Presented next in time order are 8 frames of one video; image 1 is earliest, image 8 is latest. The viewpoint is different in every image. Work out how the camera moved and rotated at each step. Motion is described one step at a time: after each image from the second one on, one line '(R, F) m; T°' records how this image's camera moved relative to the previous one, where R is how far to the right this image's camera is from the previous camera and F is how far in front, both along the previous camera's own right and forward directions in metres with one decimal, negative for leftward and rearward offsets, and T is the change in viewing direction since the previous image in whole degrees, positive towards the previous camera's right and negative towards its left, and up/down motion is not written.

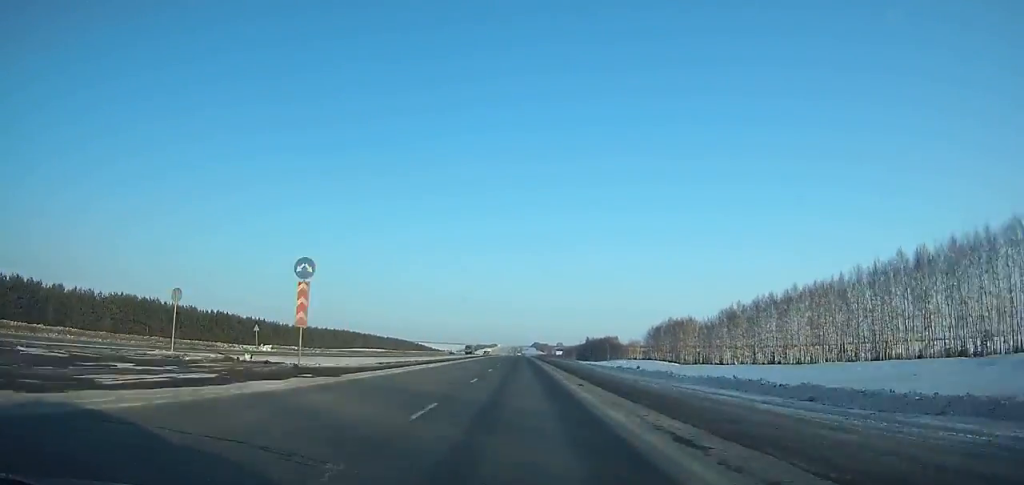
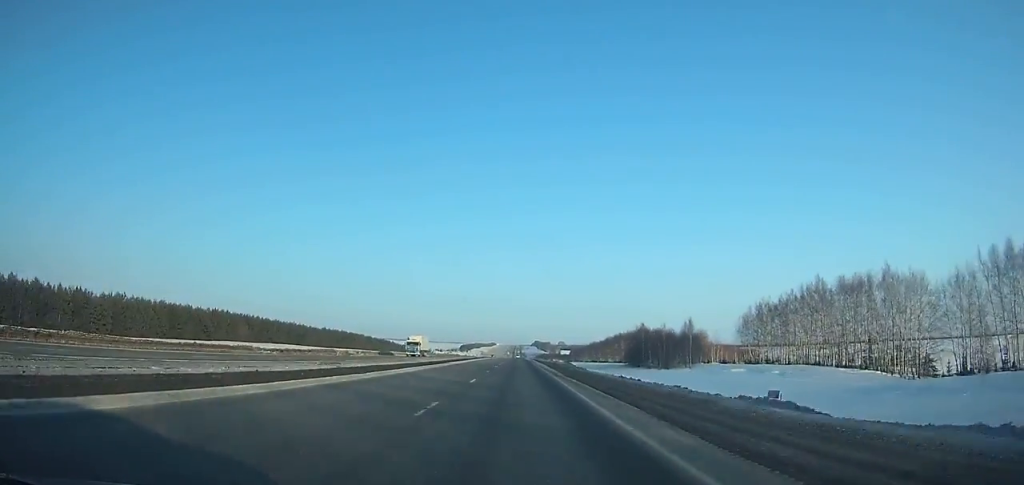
(-0.4, +133.1) m; 0°
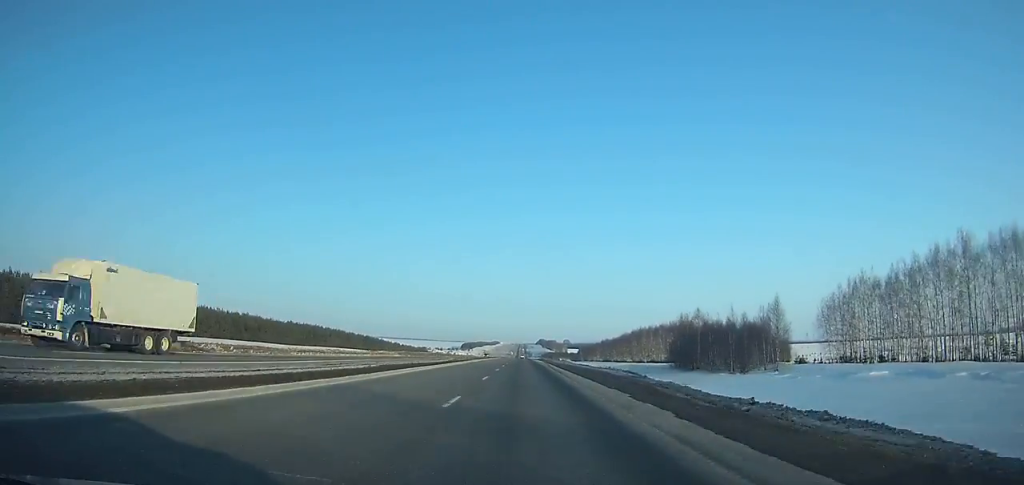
(-0.2, +47.0) m; 0°
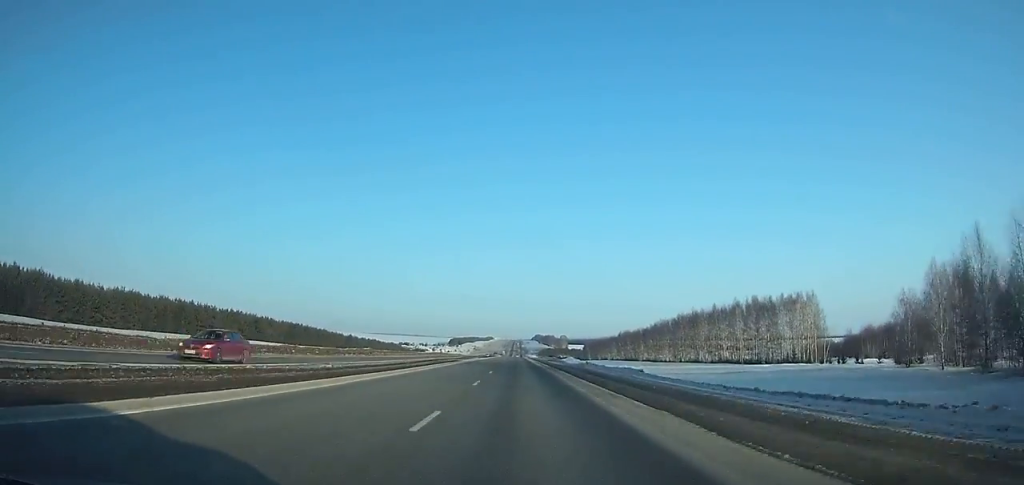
(+0.3, +100.7) m; 0°
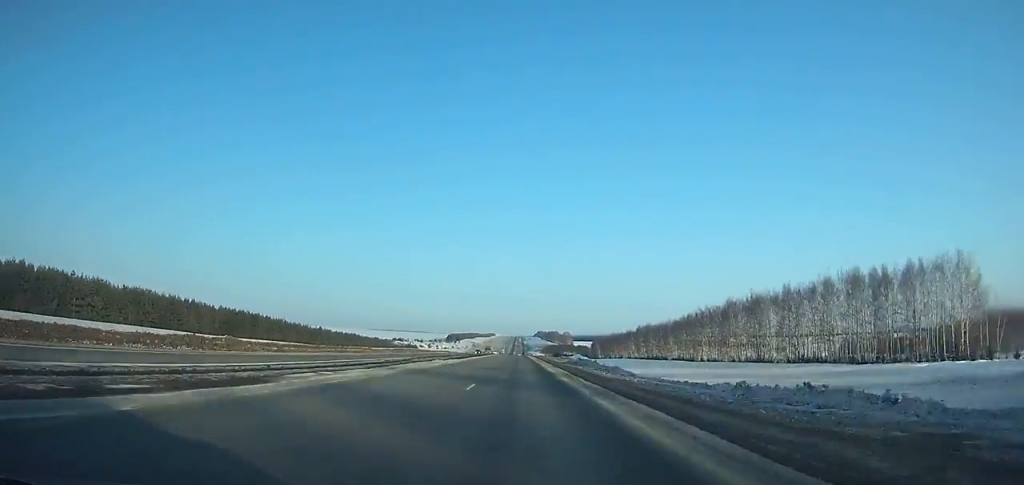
(0.0, +50.7) m; 0°
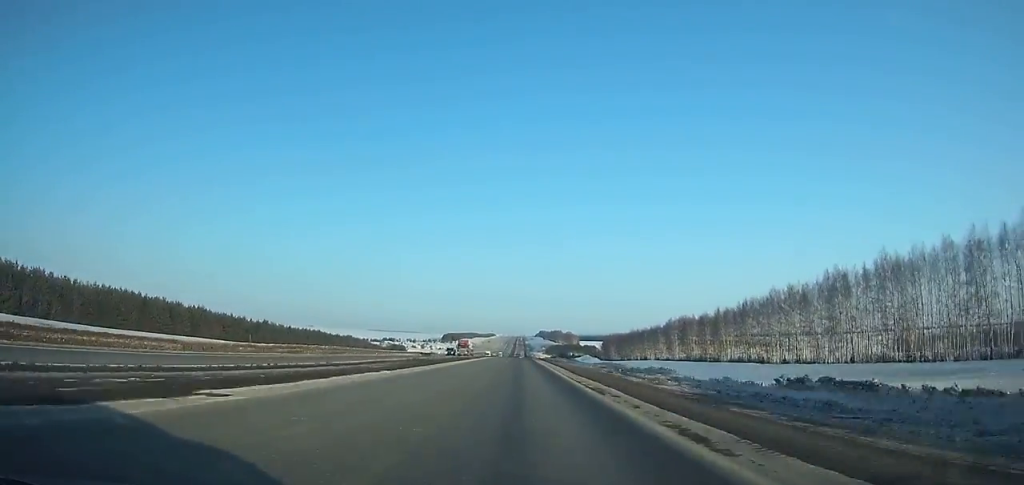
(0.0, +59.4) m; 0°
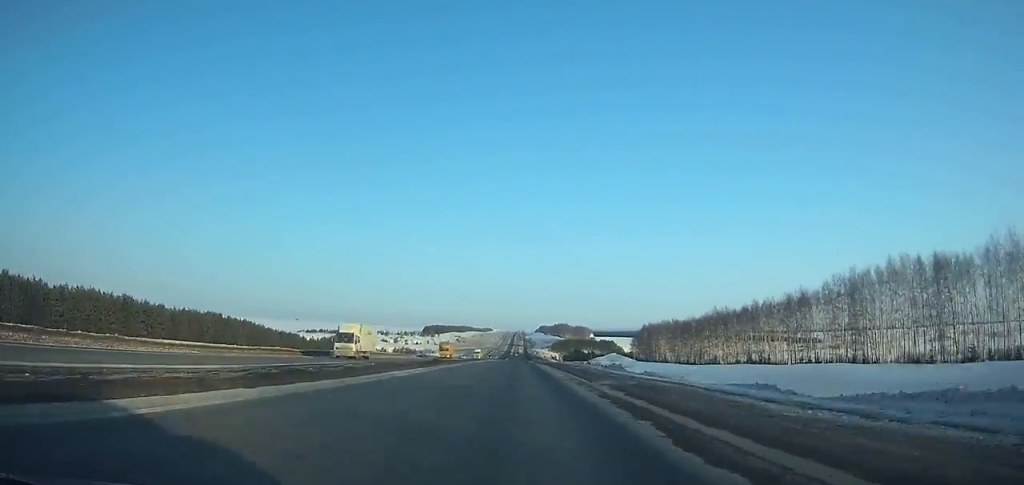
(+0.1, +135.9) m; 0°
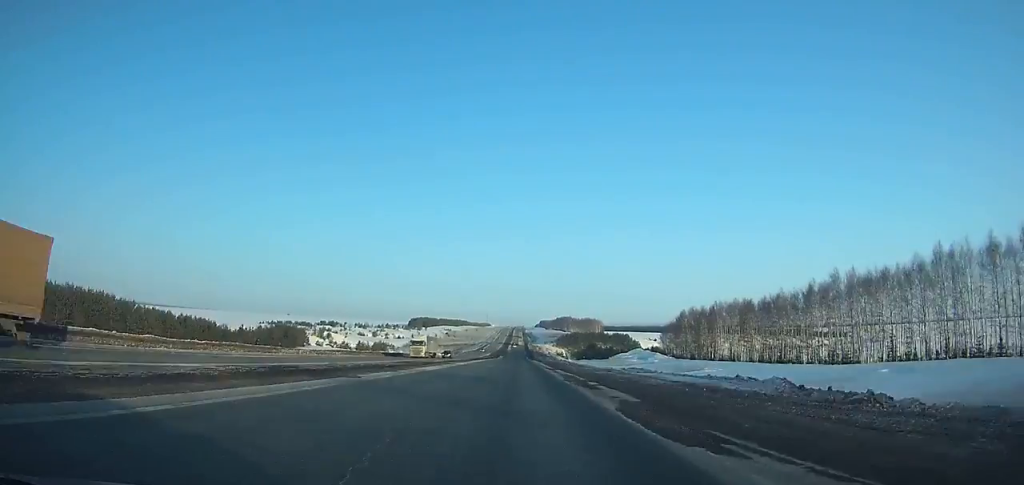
(+0.2, +73.7) m; 0°
